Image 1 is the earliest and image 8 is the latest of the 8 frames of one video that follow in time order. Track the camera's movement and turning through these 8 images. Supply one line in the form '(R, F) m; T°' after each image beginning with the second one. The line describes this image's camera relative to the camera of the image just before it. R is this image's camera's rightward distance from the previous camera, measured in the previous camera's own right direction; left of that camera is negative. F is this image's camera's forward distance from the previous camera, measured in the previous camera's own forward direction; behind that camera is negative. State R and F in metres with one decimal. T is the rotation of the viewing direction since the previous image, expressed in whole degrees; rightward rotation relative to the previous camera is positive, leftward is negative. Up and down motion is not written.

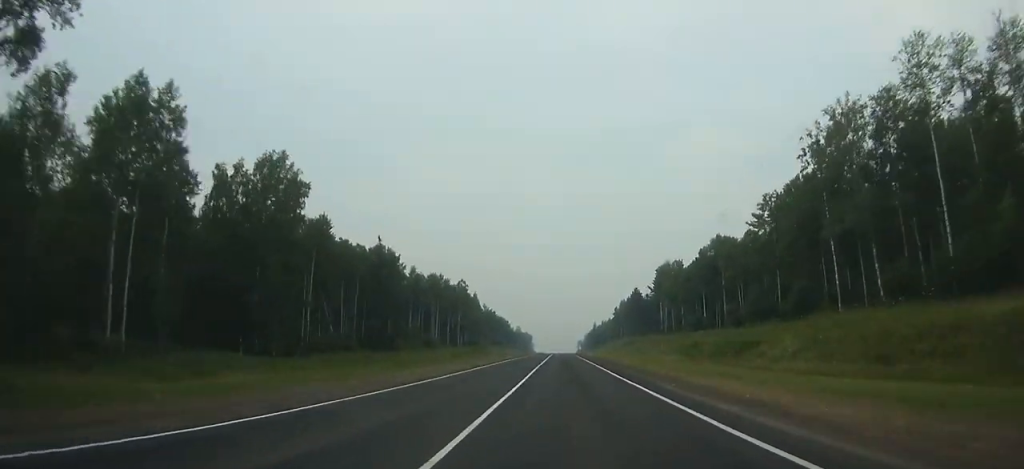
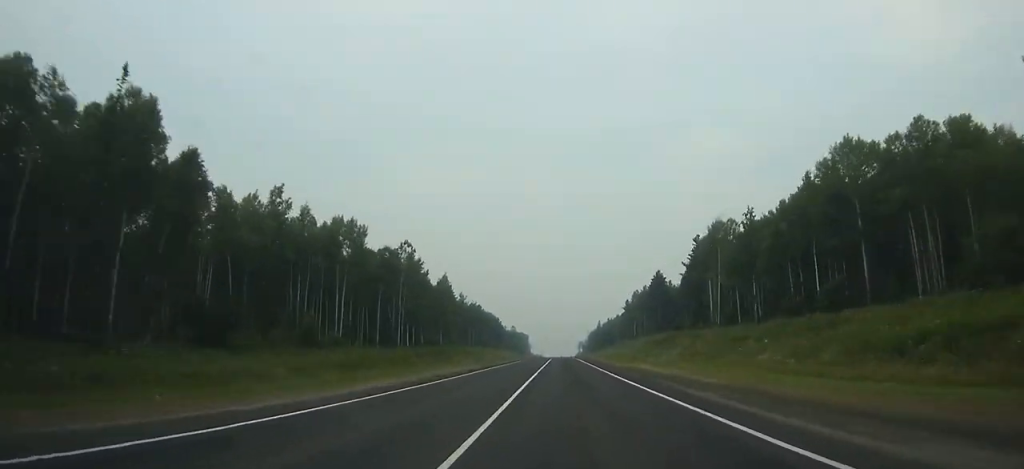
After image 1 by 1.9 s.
(+0.2, +57.5) m; 0°
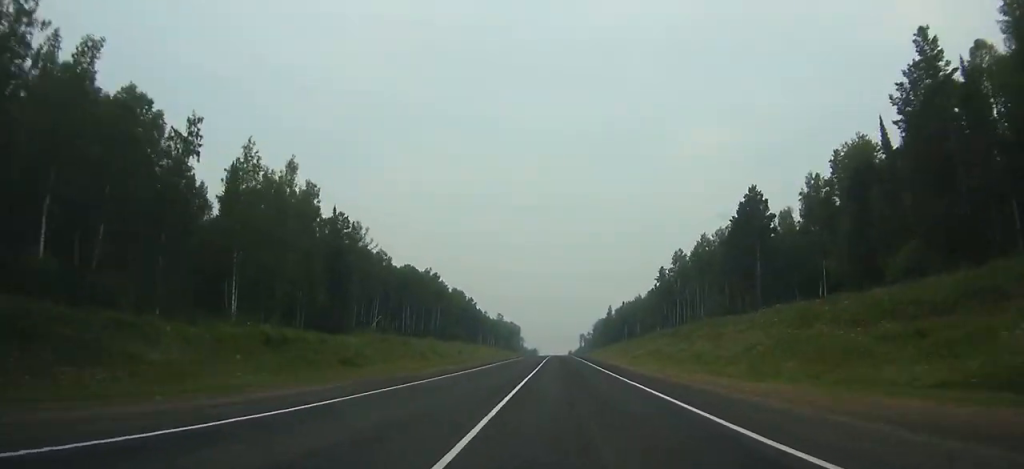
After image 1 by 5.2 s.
(+0.1, +99.4) m; 0°
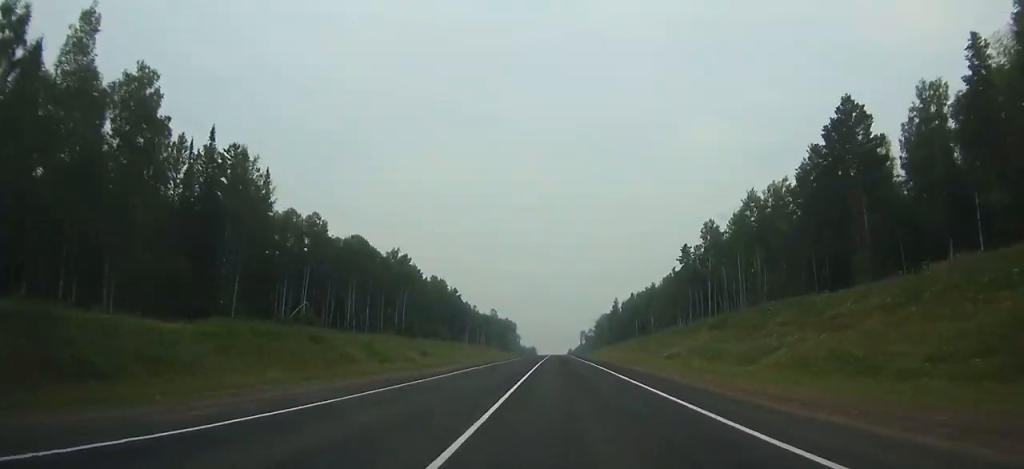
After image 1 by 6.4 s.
(0.0, +36.5) m; 0°
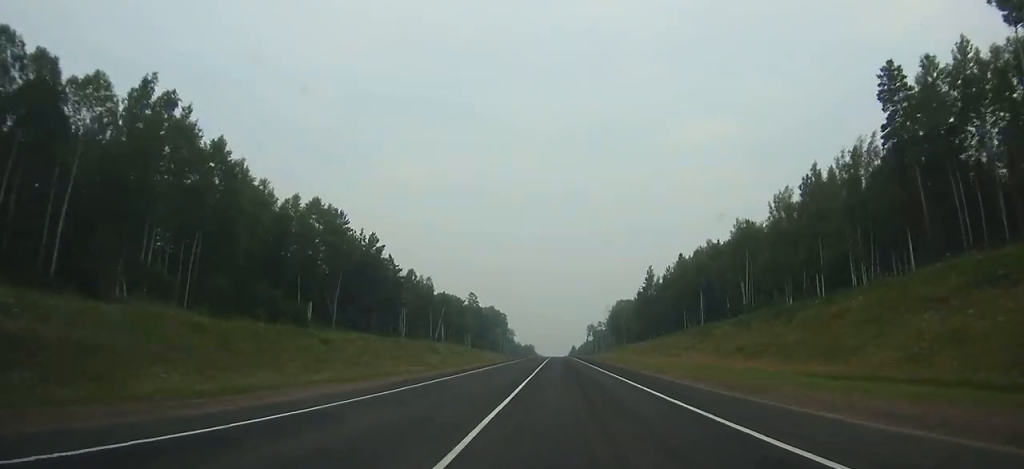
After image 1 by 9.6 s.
(-0.2, +102.2) m; 0°
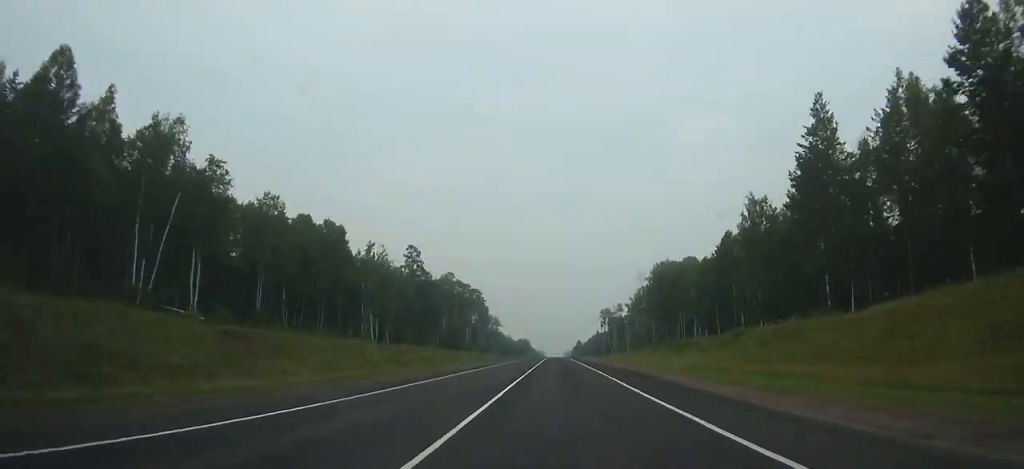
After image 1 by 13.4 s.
(+0.1, +120.8) m; 0°
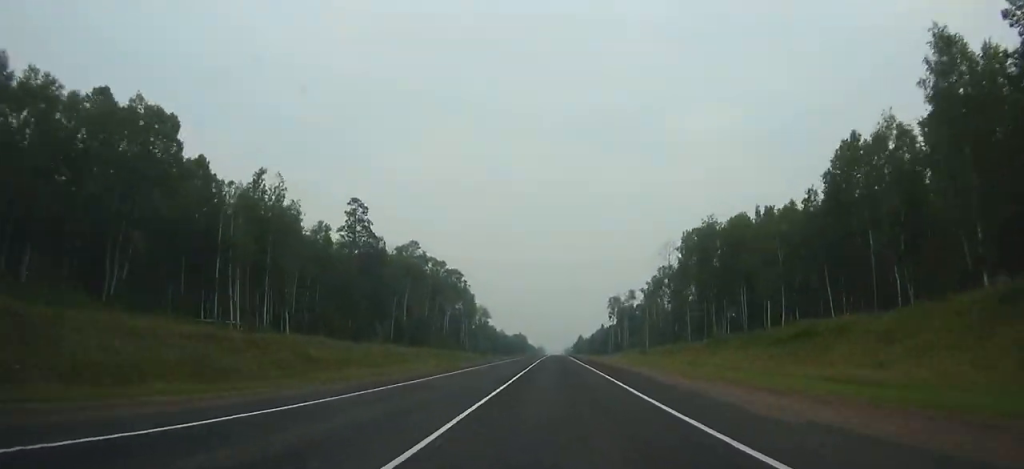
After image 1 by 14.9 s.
(0.0, +47.0) m; 0°
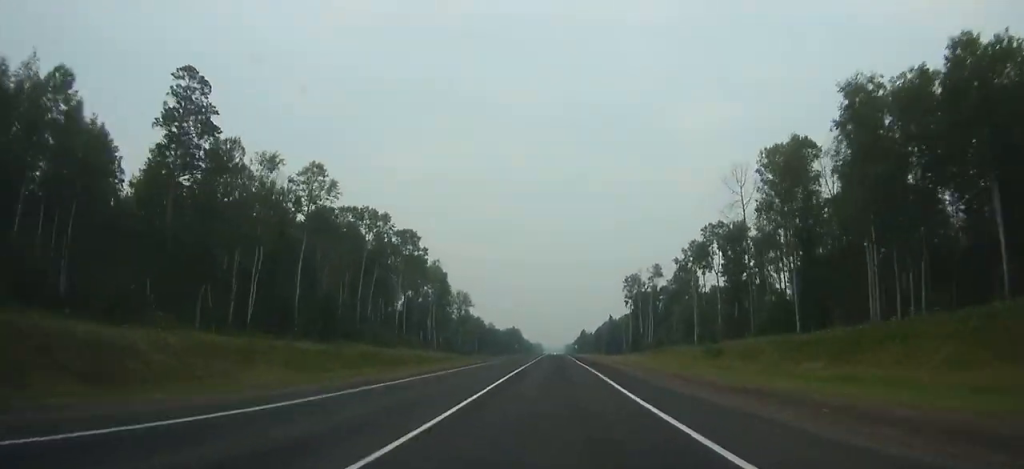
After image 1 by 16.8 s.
(+0.1, +58.4) m; 0°
